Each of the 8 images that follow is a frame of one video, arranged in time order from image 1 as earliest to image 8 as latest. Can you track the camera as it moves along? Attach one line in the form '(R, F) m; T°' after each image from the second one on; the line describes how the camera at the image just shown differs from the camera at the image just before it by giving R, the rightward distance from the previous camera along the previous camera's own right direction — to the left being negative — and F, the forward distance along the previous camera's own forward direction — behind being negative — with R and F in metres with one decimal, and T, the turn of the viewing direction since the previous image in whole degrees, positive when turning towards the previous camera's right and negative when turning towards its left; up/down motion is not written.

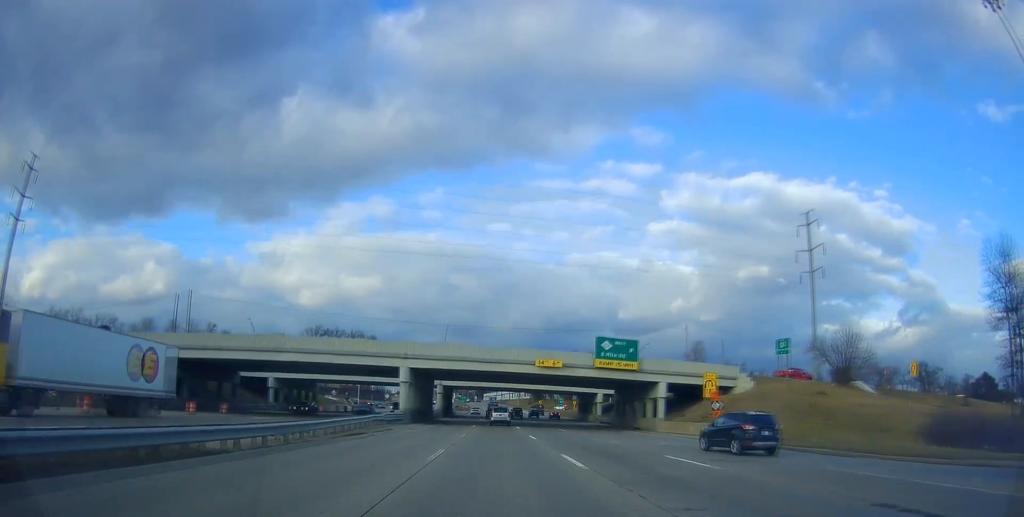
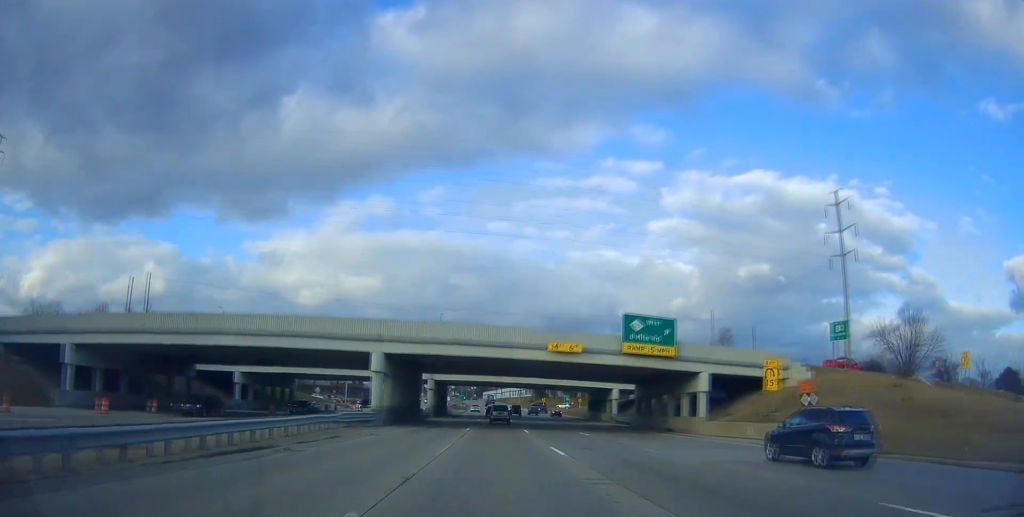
(-0.2, +12.1) m; 0°
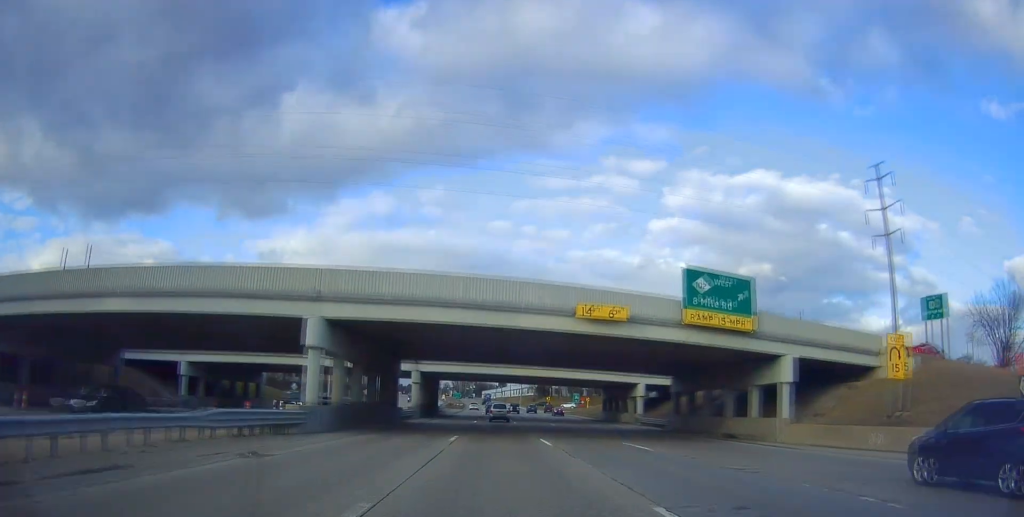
(+0.1, +14.4) m; +2°
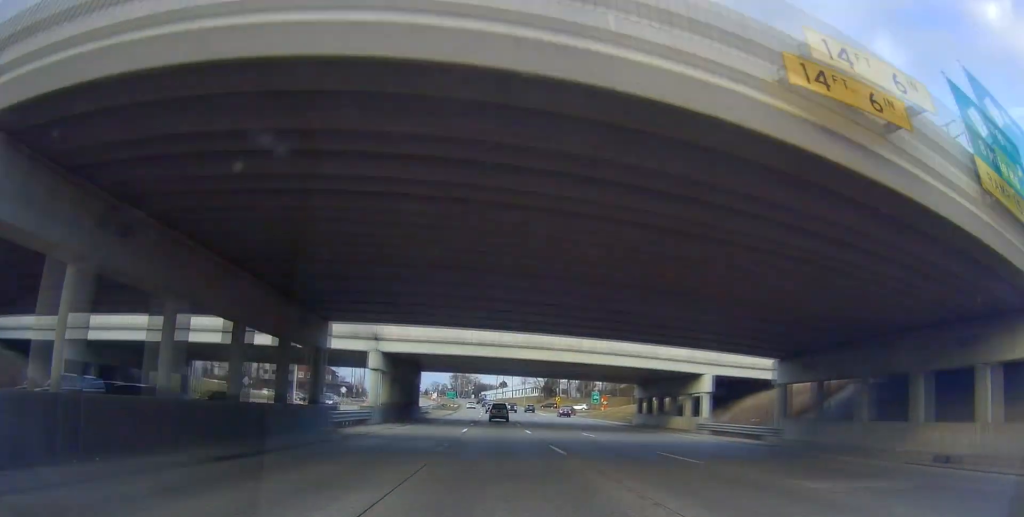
(+0.6, +21.2) m; +1°
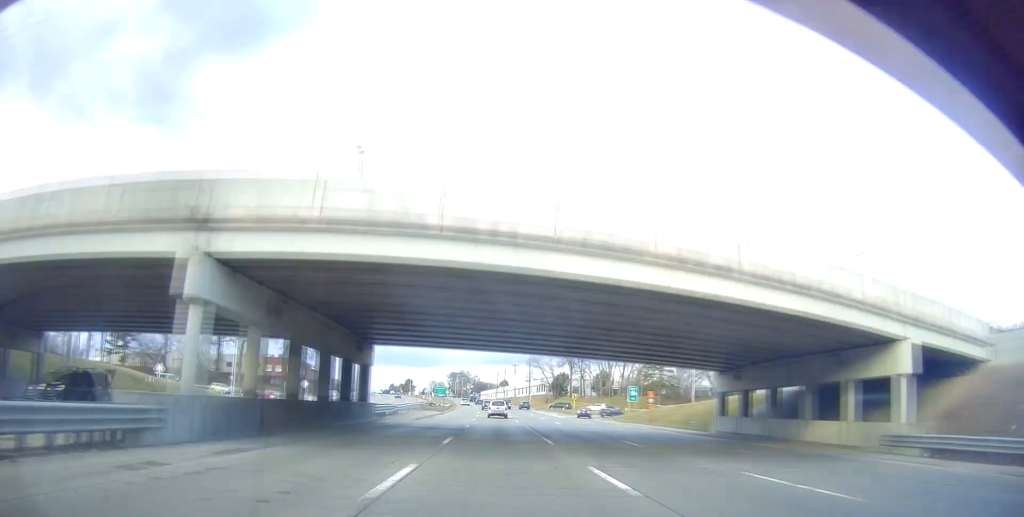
(-0.4, +24.9) m; -1°
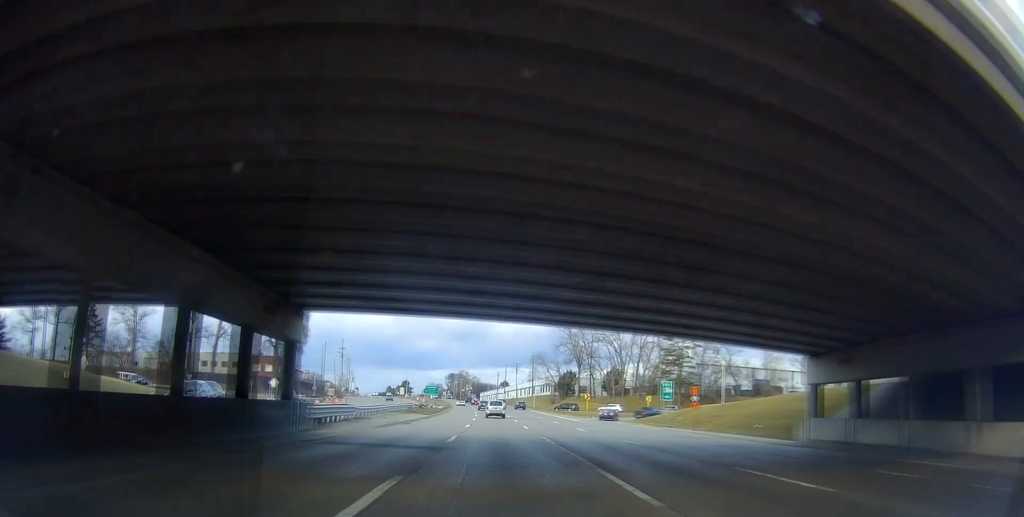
(0.0, +13.4) m; 0°
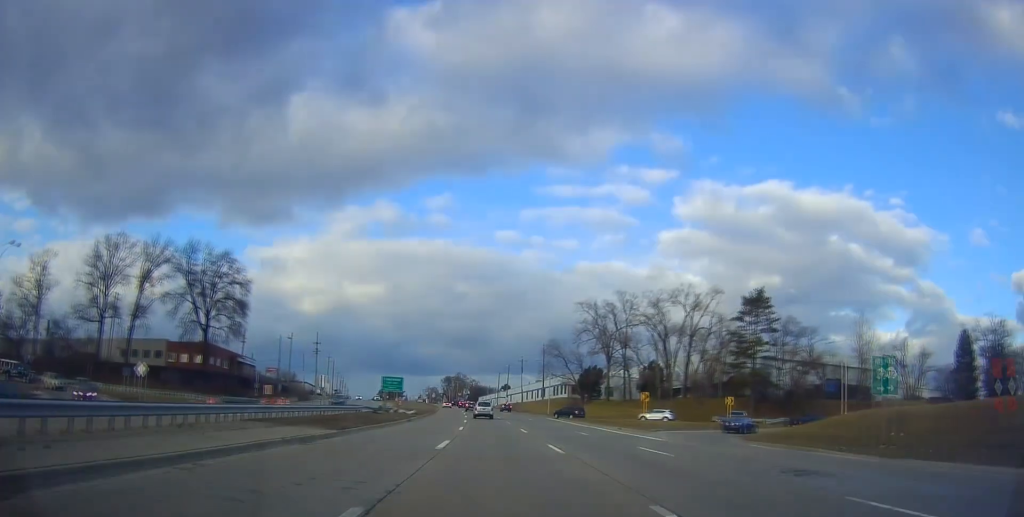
(+0.4, +32.6) m; 0°
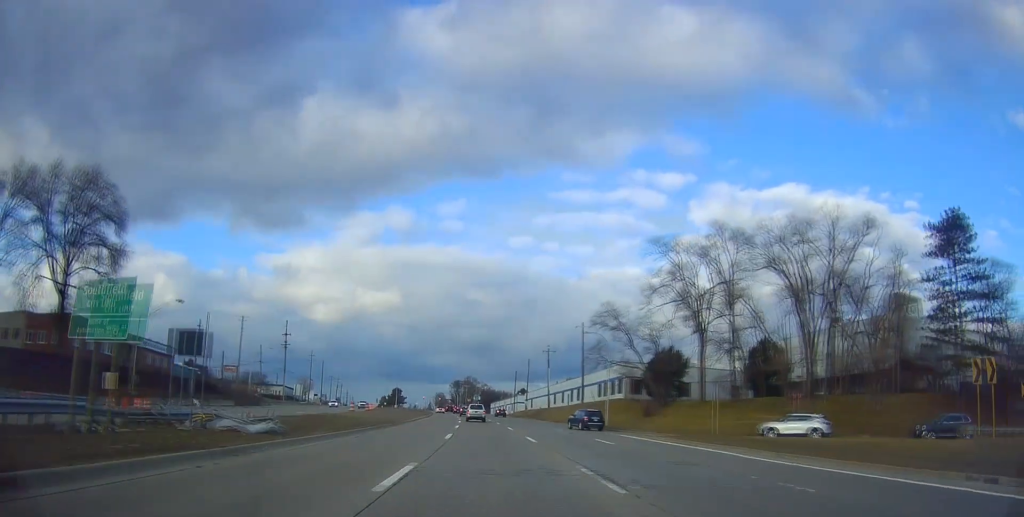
(-1.7, +39.9) m; -3°
